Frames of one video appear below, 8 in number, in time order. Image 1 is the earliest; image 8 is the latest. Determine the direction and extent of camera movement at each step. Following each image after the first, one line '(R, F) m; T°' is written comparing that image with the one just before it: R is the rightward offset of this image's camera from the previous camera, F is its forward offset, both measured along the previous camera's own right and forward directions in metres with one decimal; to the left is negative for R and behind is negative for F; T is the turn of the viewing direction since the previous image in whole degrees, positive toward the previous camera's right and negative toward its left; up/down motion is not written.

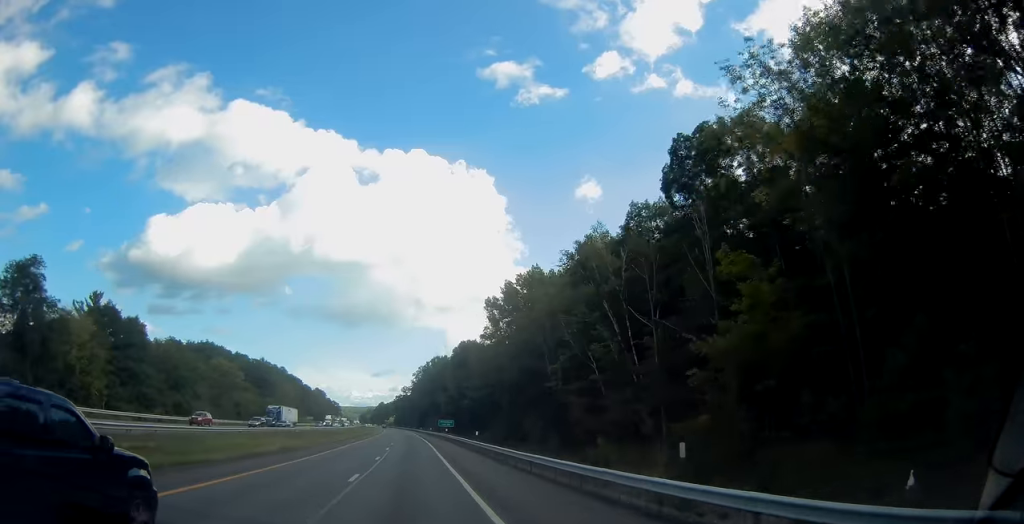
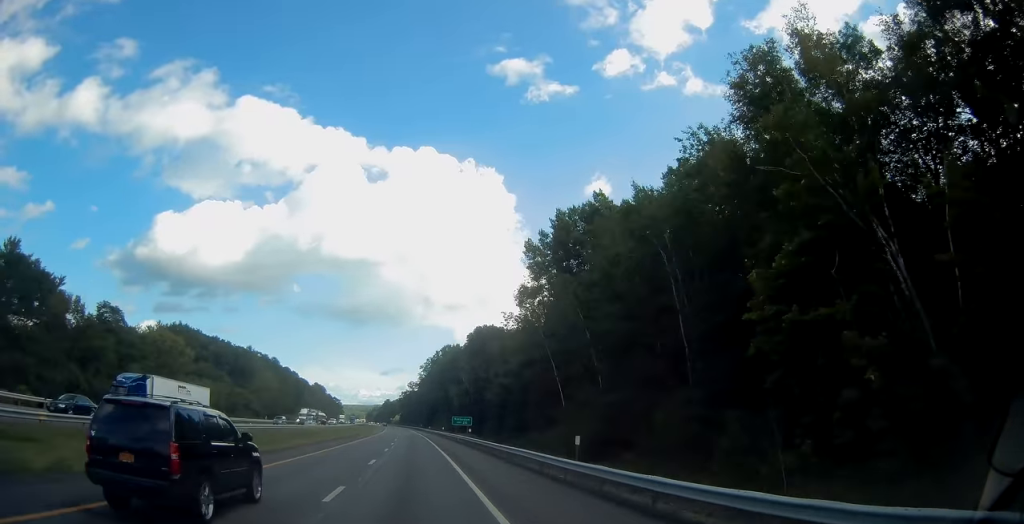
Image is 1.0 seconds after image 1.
(-0.3, +30.0) m; -1°
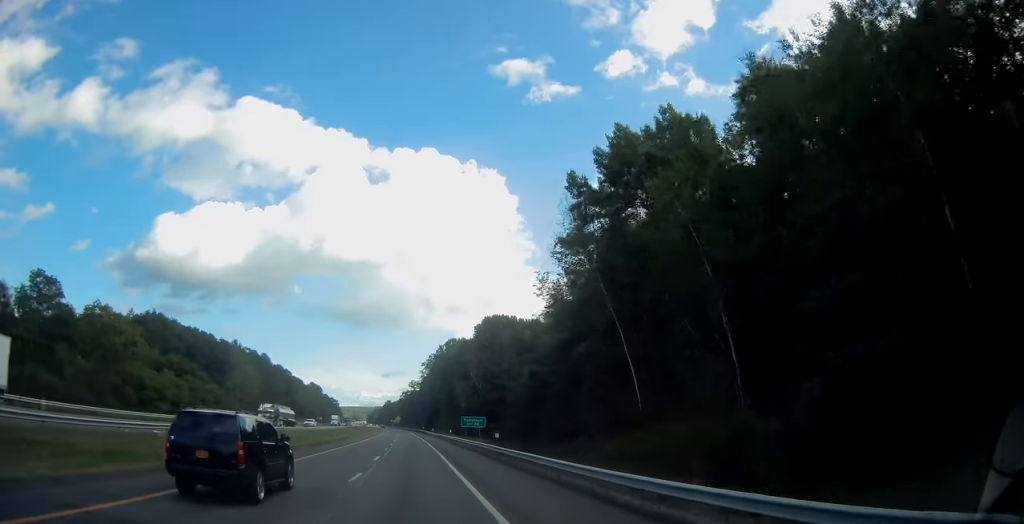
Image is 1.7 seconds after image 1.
(-0.2, +19.4) m; 0°
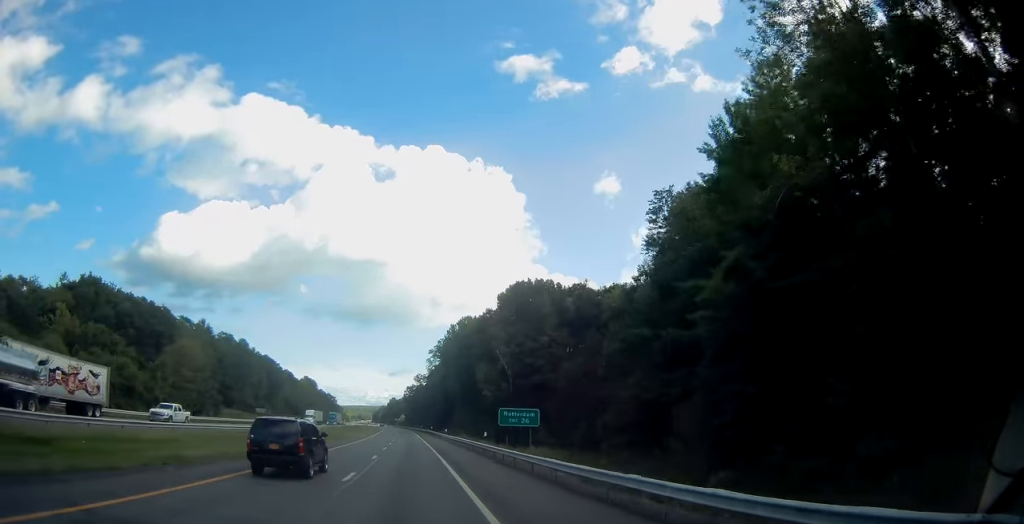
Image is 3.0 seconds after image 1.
(0.0, +37.0) m; -1°
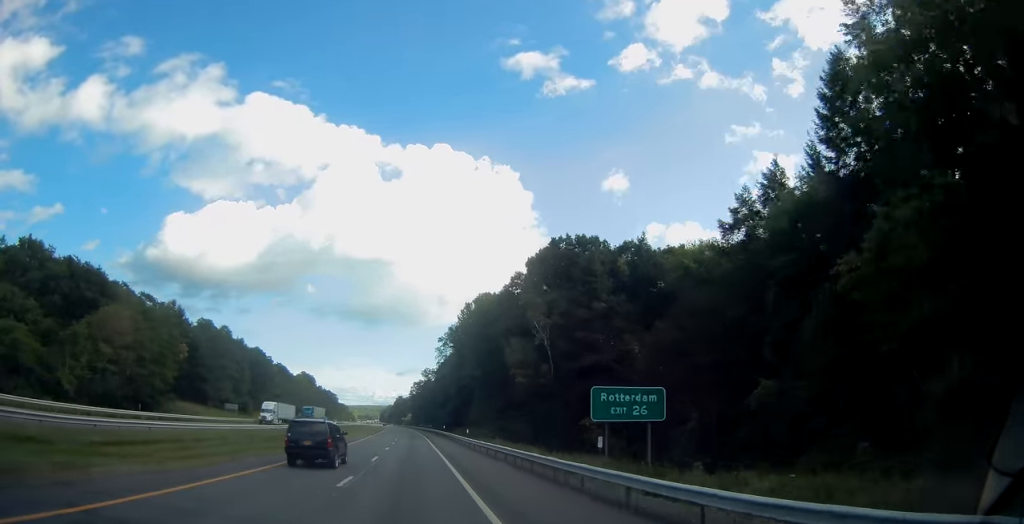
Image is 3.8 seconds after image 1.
(-0.3, +25.3) m; -1°
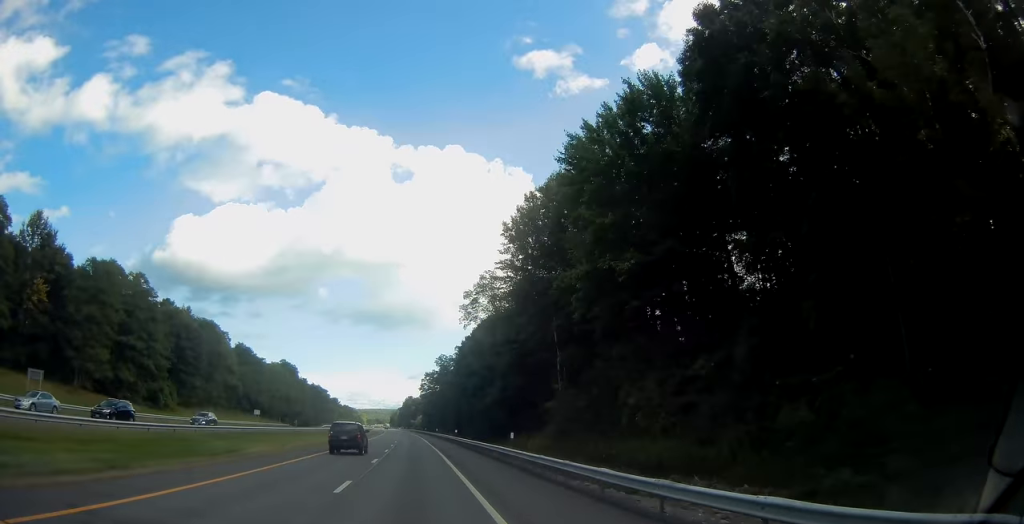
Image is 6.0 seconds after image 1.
(0.0, +63.1) m; 0°
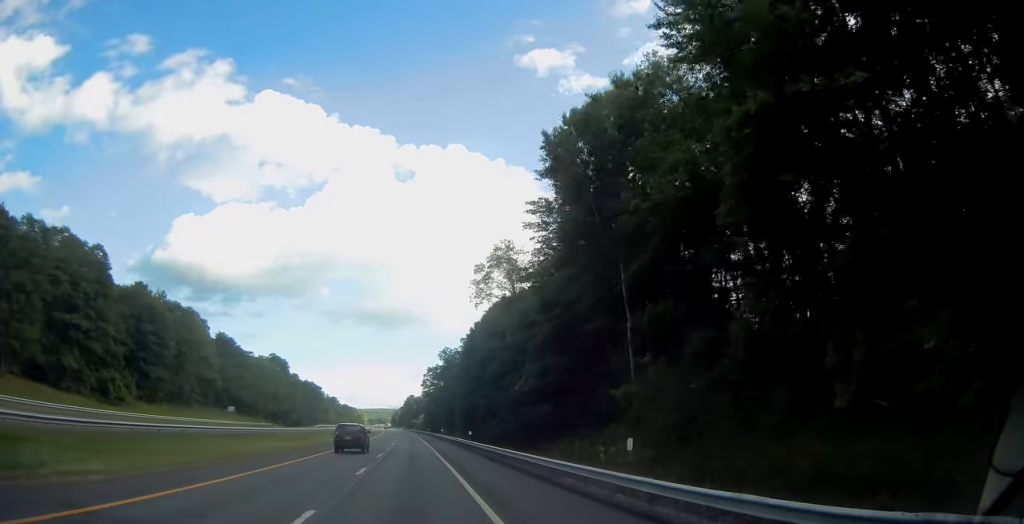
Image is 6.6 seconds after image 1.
(0.0, +18.4) m; -1°
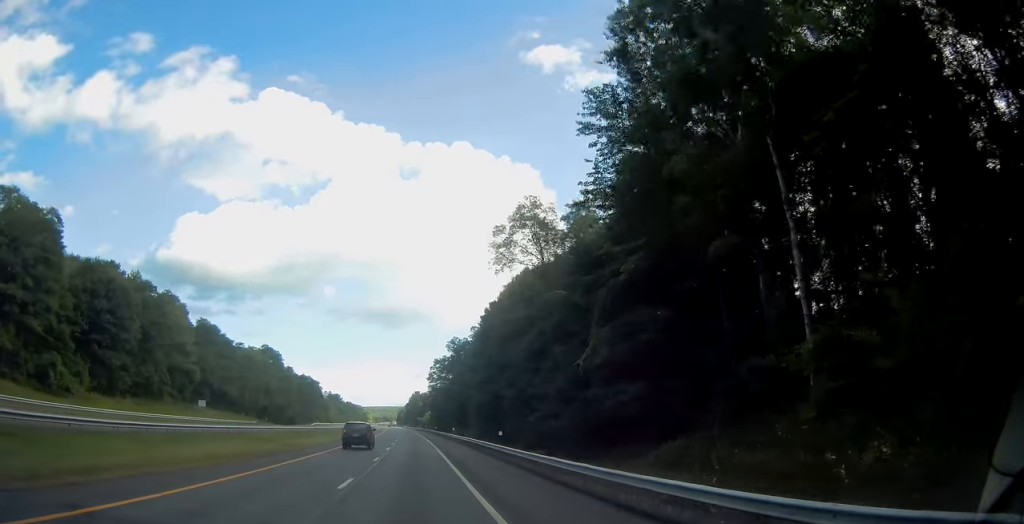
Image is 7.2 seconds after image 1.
(-0.3, +17.4) m; 0°
